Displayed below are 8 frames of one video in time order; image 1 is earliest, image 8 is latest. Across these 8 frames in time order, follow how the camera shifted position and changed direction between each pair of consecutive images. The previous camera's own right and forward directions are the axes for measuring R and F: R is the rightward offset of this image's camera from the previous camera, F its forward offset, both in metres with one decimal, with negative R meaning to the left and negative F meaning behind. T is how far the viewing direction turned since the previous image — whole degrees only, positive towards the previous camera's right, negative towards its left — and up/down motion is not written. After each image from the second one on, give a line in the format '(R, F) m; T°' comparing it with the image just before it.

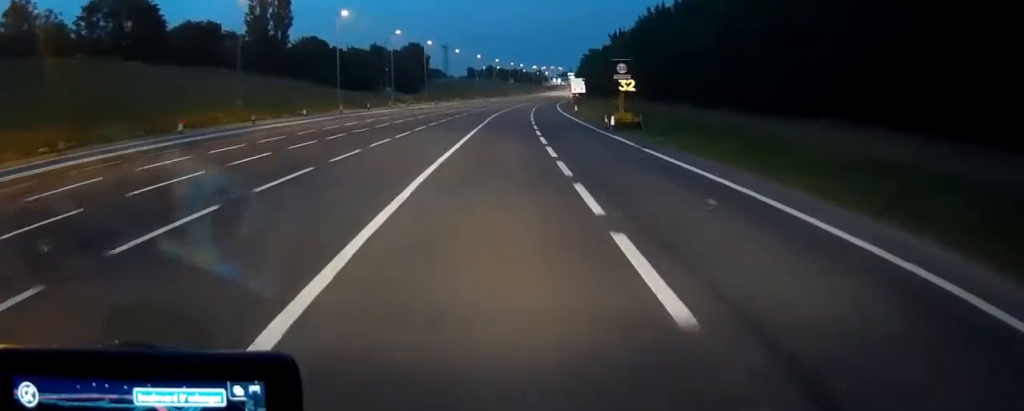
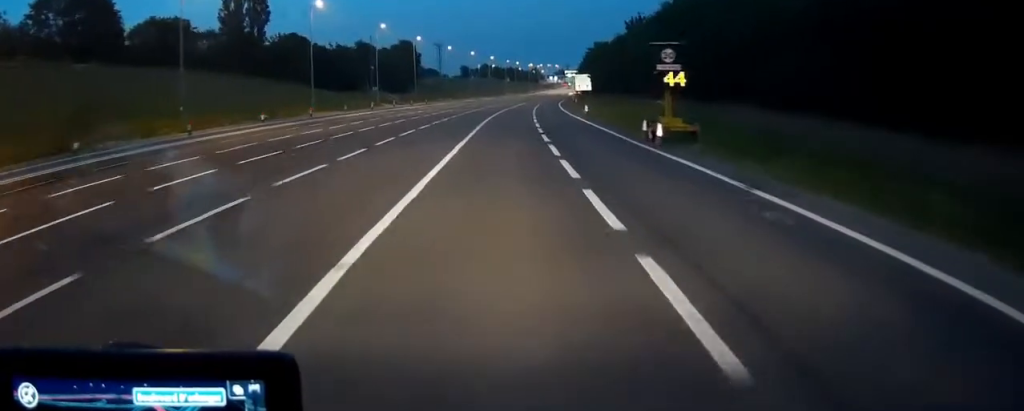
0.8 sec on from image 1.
(0.0, +10.9) m; +1°
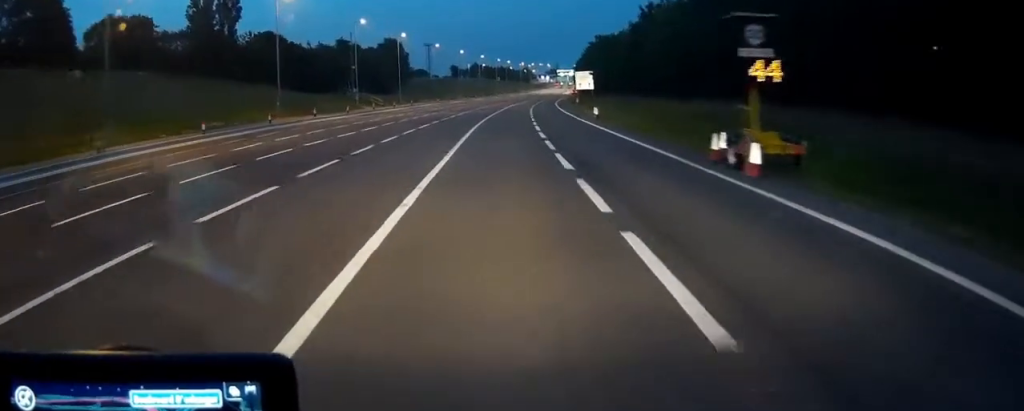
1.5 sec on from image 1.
(+0.2, +9.5) m; 0°
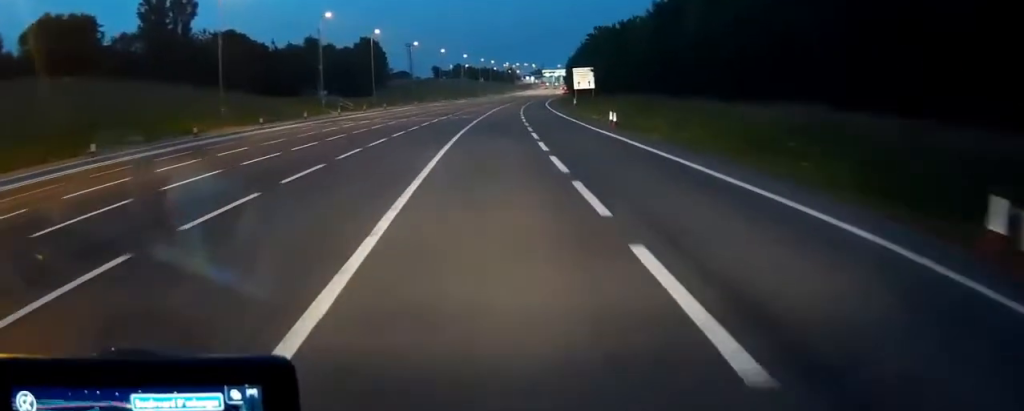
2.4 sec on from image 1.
(0.0, +11.7) m; 0°
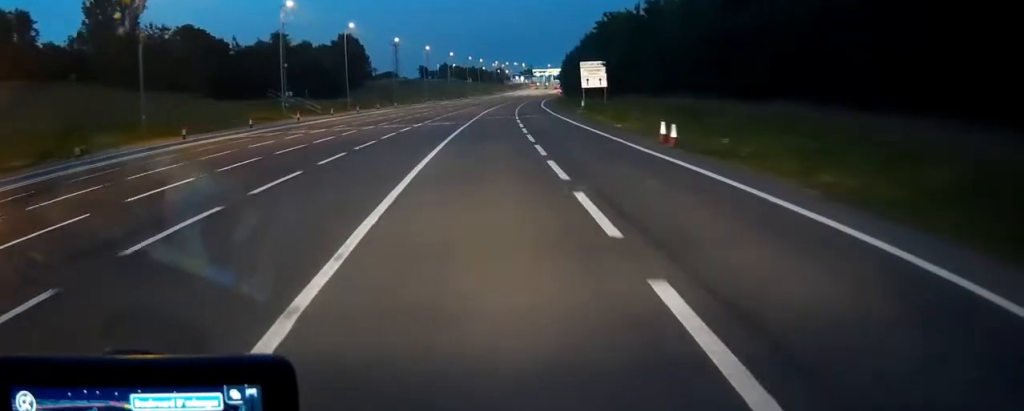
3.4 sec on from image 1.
(0.0, +12.8) m; +1°
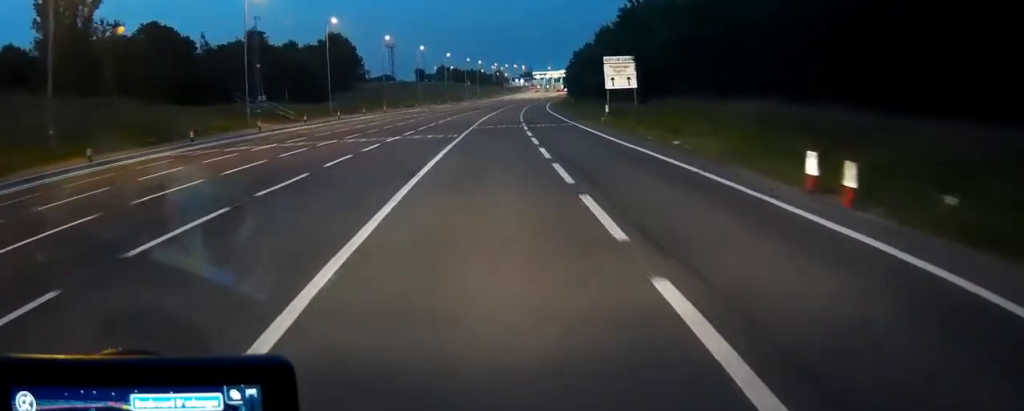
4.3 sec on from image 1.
(+0.1, +11.2) m; +1°
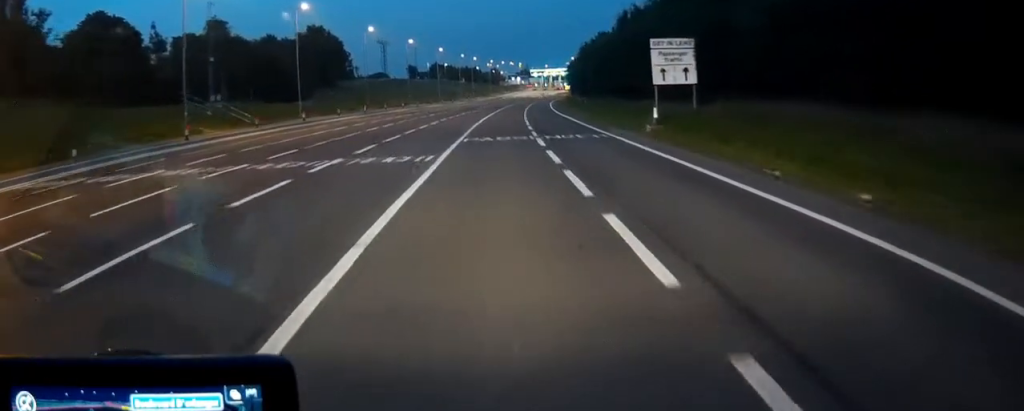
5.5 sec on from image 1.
(+0.1, +13.4) m; +1°
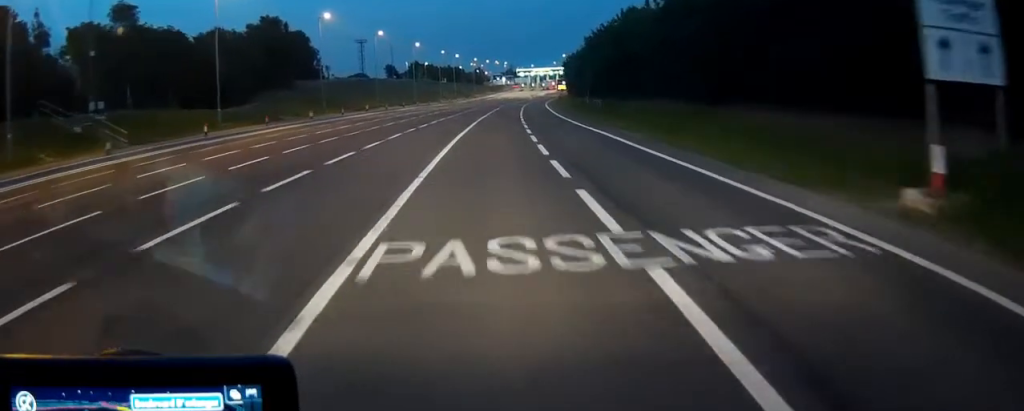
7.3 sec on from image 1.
(+0.3, +20.8) m; +1°
